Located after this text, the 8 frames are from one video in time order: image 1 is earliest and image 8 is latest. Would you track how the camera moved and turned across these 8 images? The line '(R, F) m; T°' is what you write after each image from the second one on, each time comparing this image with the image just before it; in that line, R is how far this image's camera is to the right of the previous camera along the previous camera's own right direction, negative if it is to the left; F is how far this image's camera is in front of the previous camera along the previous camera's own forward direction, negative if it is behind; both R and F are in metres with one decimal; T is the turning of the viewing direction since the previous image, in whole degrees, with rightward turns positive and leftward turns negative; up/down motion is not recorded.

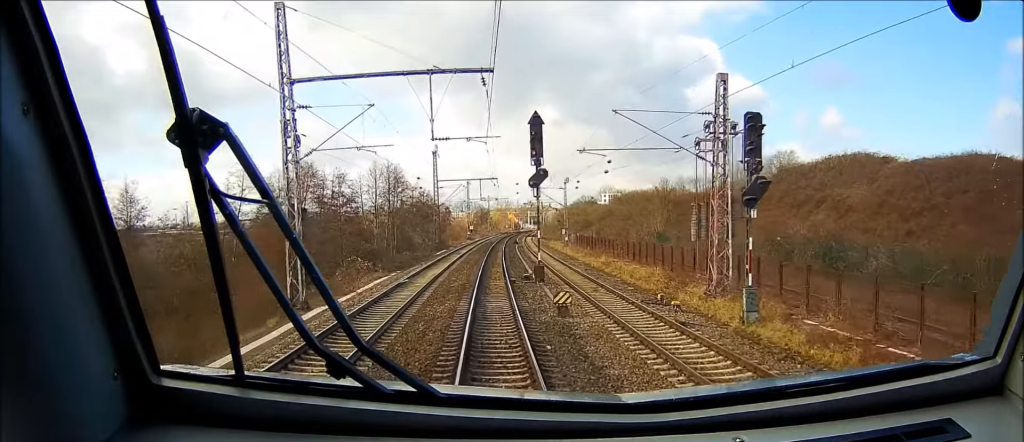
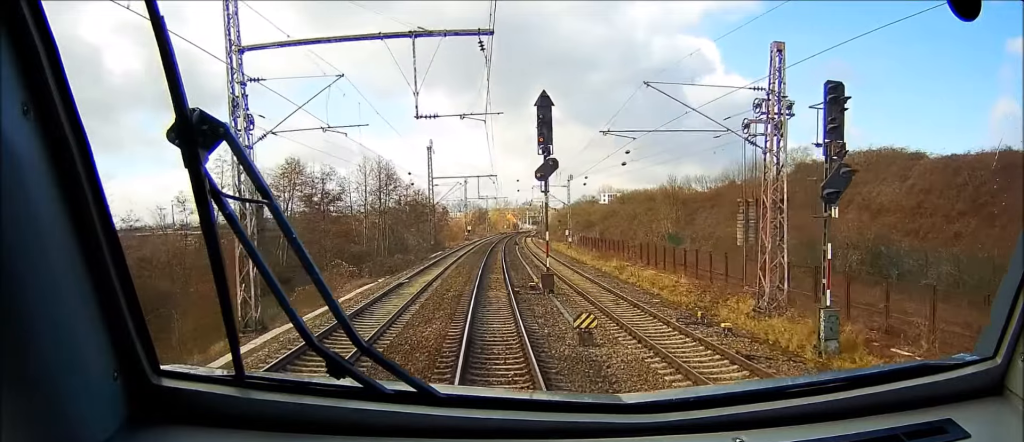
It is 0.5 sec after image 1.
(-0.1, +5.3) m; -1°
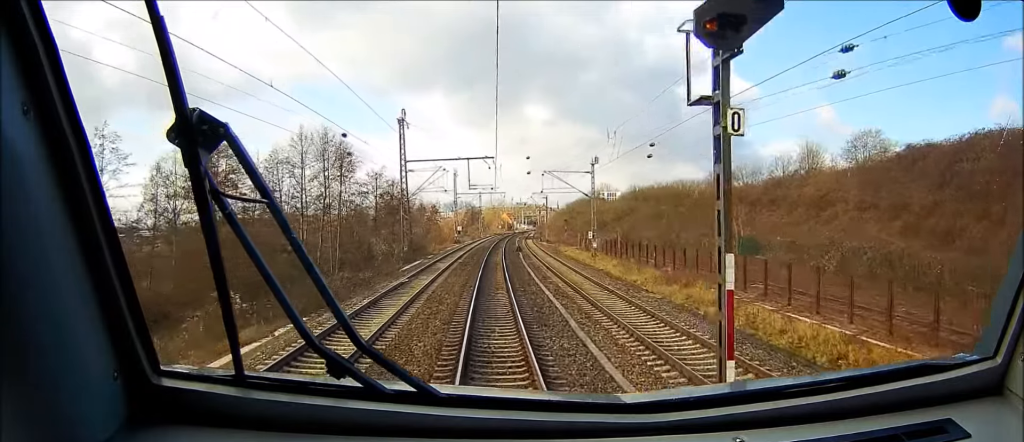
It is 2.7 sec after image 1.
(+0.6, +21.2) m; +4°
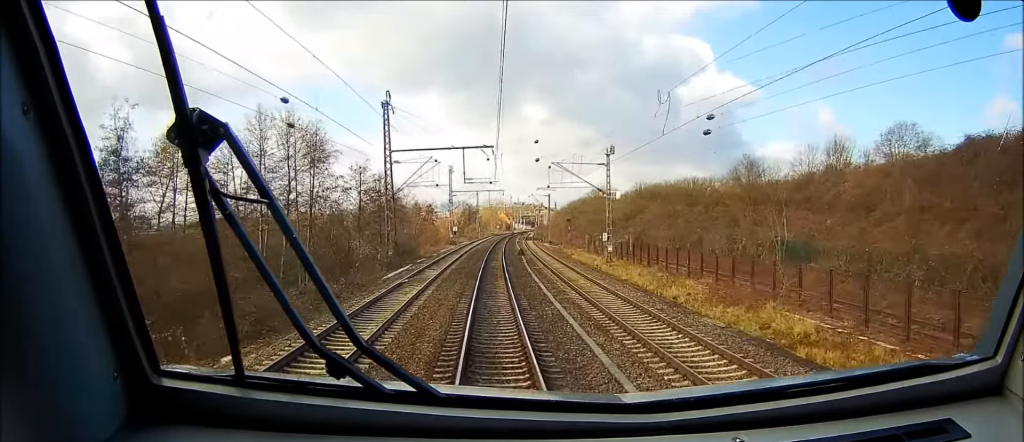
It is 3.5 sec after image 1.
(0.0, +8.1) m; +1°
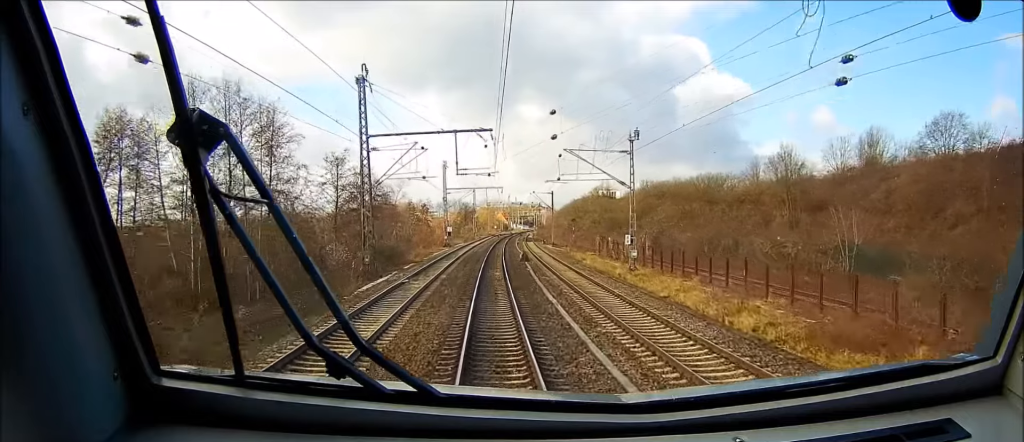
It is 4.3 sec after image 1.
(+0.1, +8.9) m; +1°
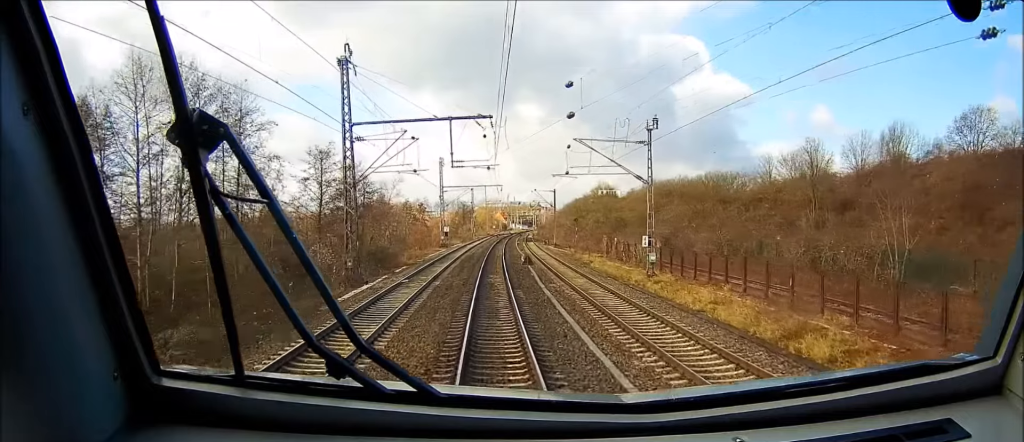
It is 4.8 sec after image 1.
(0.0, +4.8) m; +1°
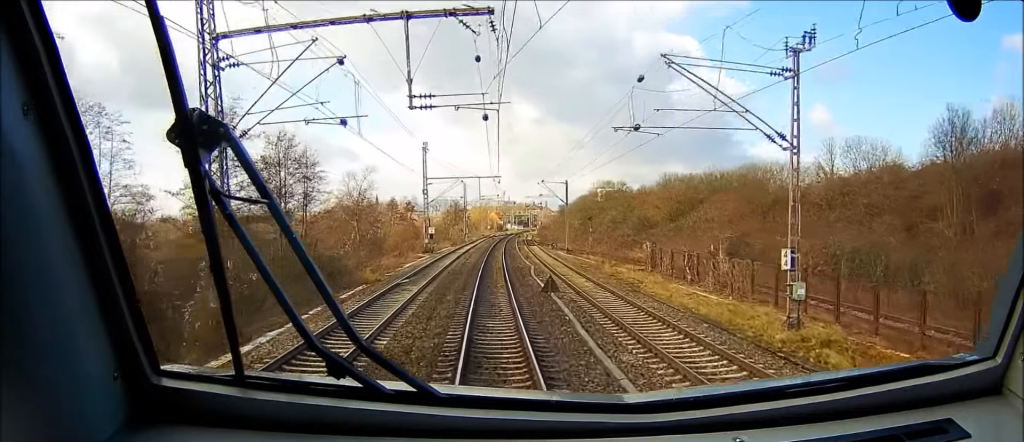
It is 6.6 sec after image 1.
(0.0, +18.7) m; -1°
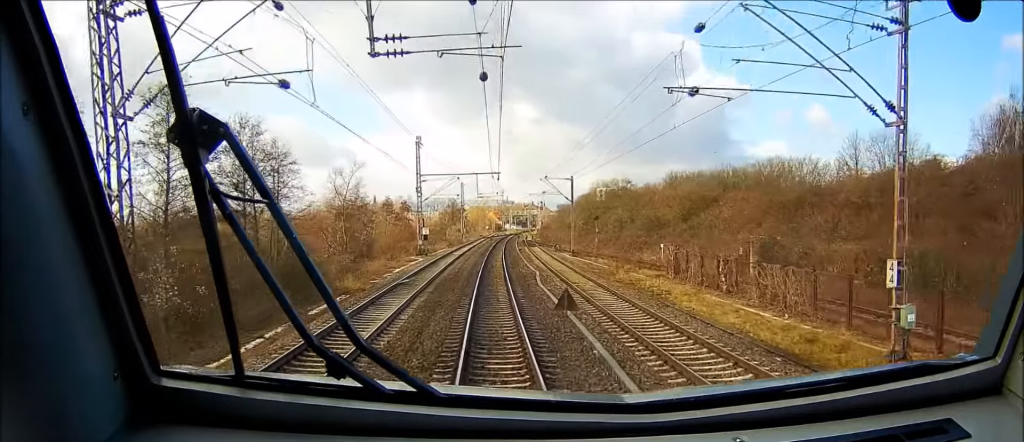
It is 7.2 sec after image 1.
(0.0, +5.8) m; 0°
